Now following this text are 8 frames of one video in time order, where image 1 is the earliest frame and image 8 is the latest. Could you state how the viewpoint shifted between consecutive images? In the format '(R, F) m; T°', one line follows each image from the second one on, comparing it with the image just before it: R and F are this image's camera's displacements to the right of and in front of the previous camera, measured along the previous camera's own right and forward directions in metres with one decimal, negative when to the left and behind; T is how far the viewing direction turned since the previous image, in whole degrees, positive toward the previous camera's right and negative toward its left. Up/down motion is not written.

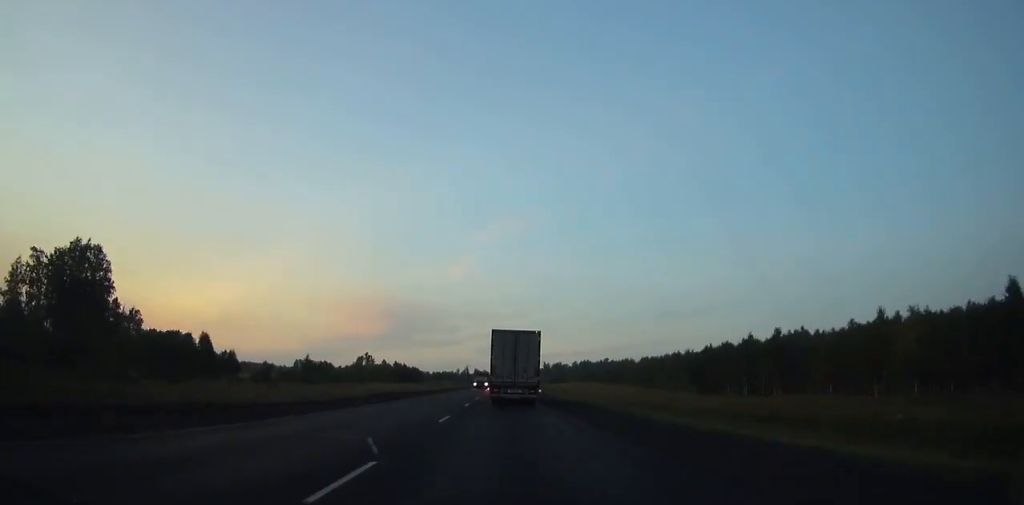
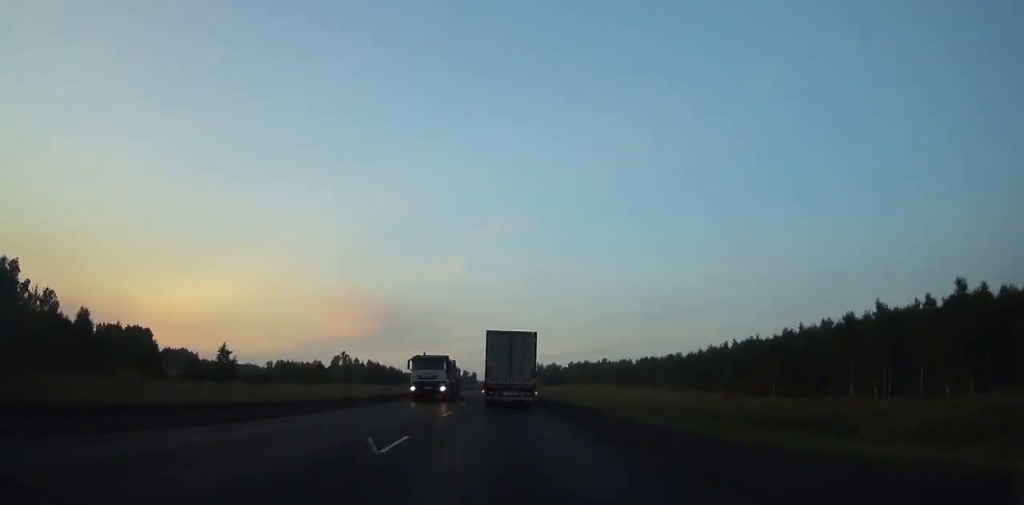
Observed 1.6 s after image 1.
(+0.3, +32.8) m; 0°
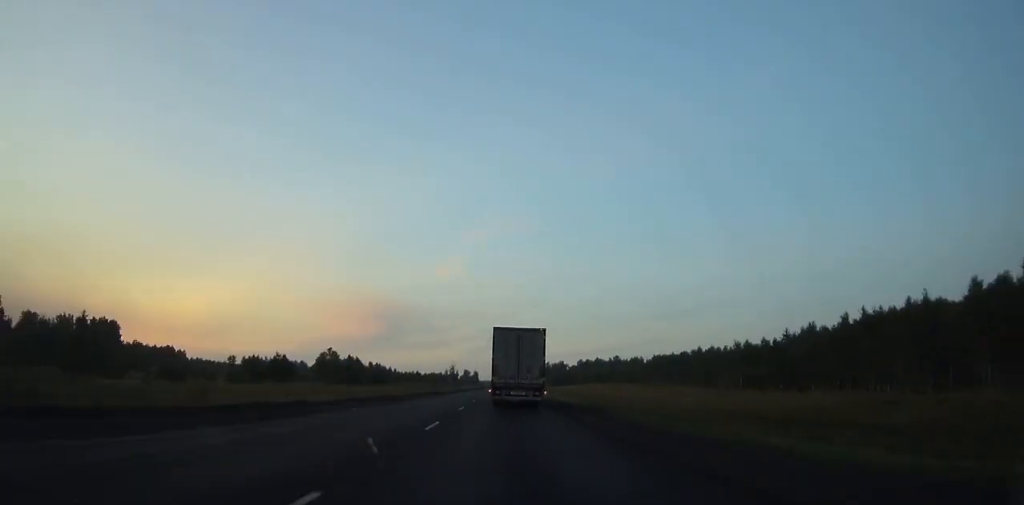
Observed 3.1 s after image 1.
(+0.1, +31.5) m; 0°
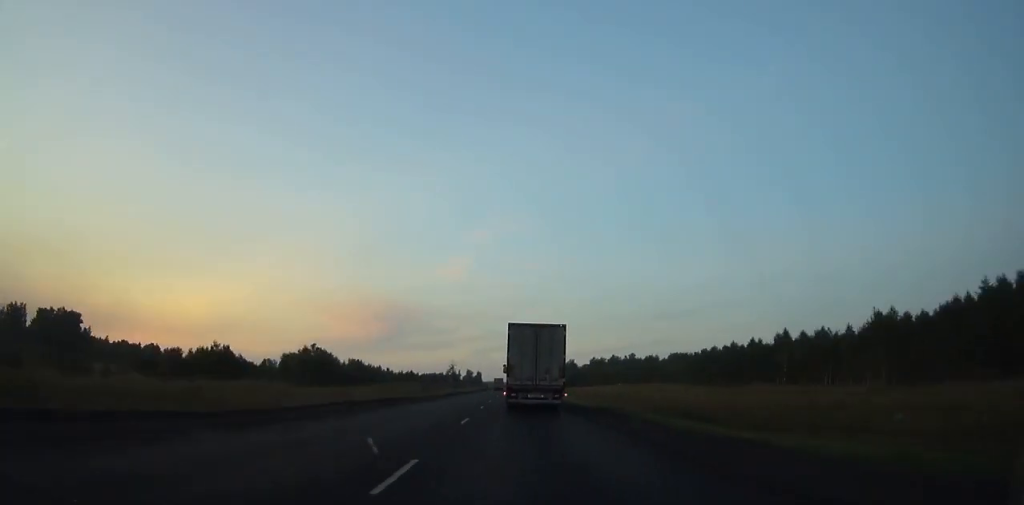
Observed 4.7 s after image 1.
(+0.1, +34.5) m; 0°
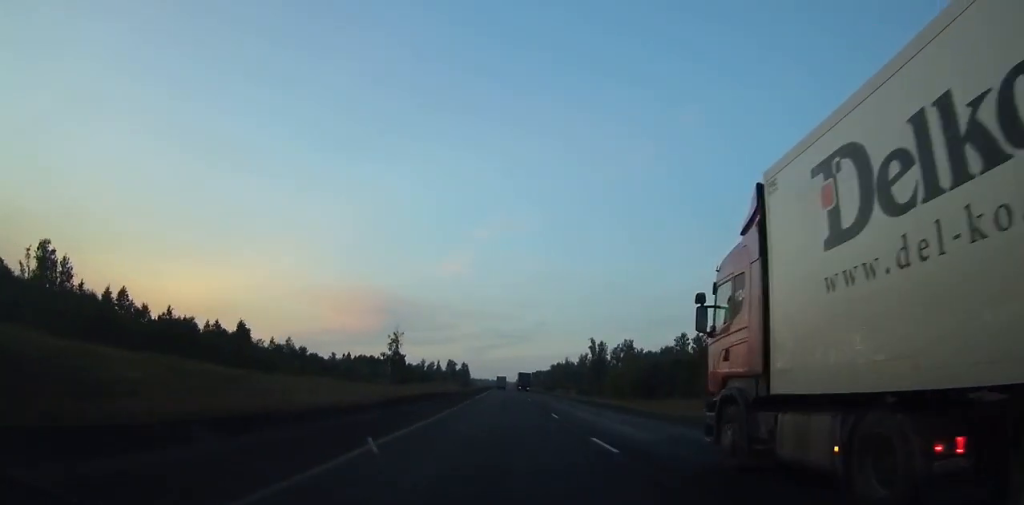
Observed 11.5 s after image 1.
(+0.6, +162.3) m; +1°
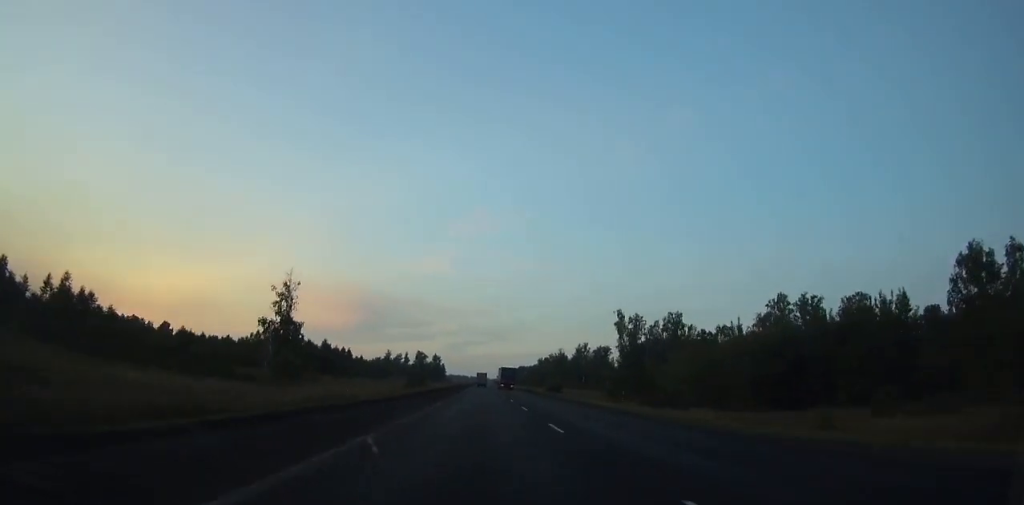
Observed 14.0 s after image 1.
(+0.4, +65.4) m; +1°
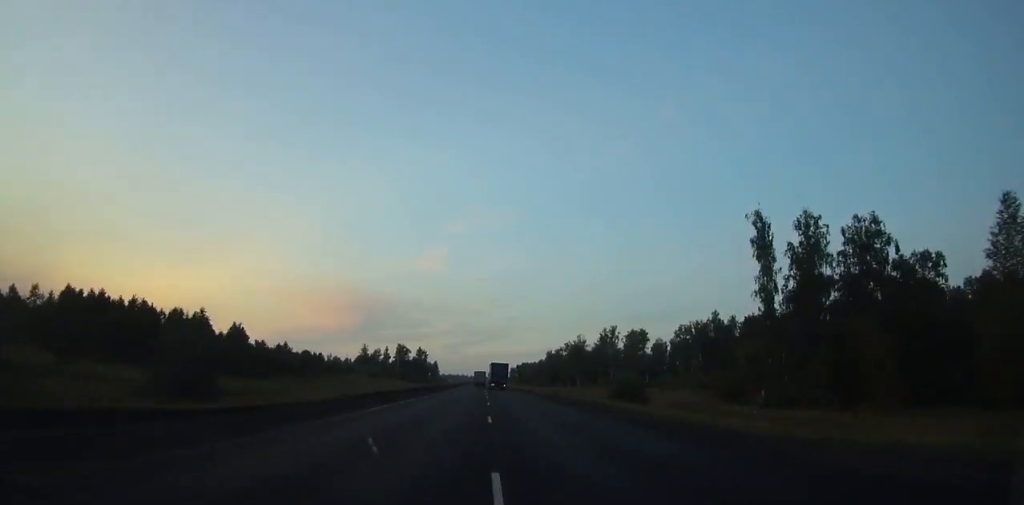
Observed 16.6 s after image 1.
(+0.8, +68.4) m; 0°
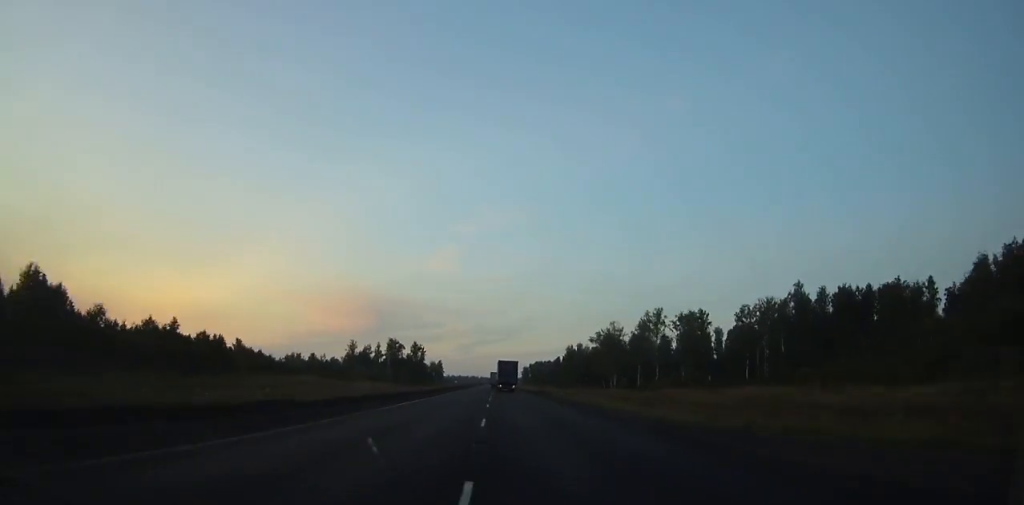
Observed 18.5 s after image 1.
(0.0, +49.3) m; 0°
